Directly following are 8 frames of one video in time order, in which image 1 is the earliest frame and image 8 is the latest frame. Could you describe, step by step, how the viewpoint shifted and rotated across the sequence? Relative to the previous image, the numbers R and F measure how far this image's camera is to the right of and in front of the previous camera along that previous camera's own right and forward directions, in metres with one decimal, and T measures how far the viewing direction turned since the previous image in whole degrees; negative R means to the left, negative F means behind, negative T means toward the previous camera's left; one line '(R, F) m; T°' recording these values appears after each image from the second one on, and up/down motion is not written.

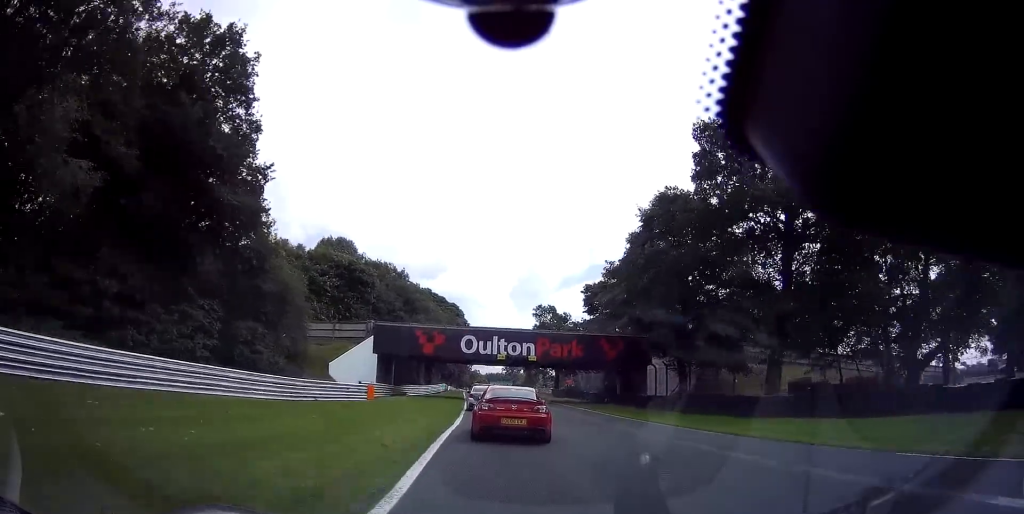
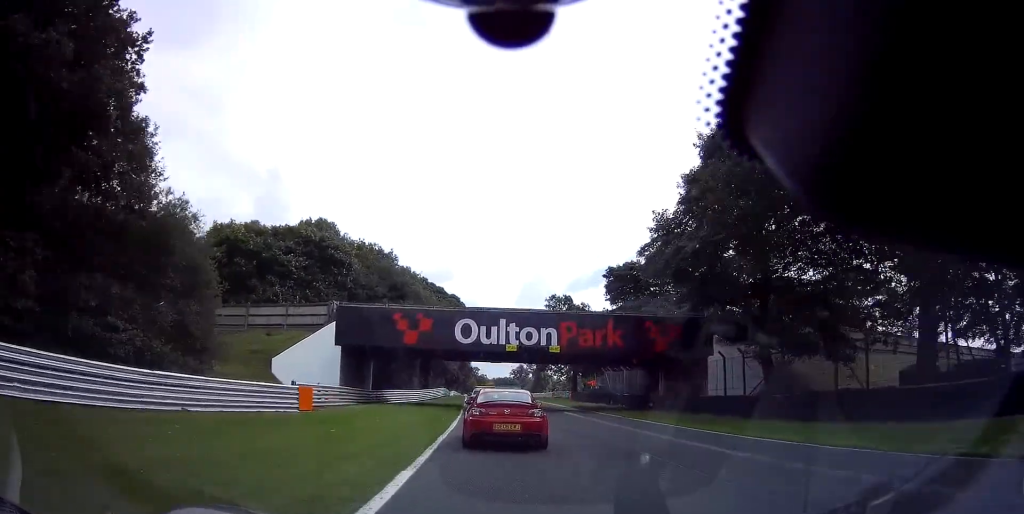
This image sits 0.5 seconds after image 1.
(0.0, +12.6) m; -1°
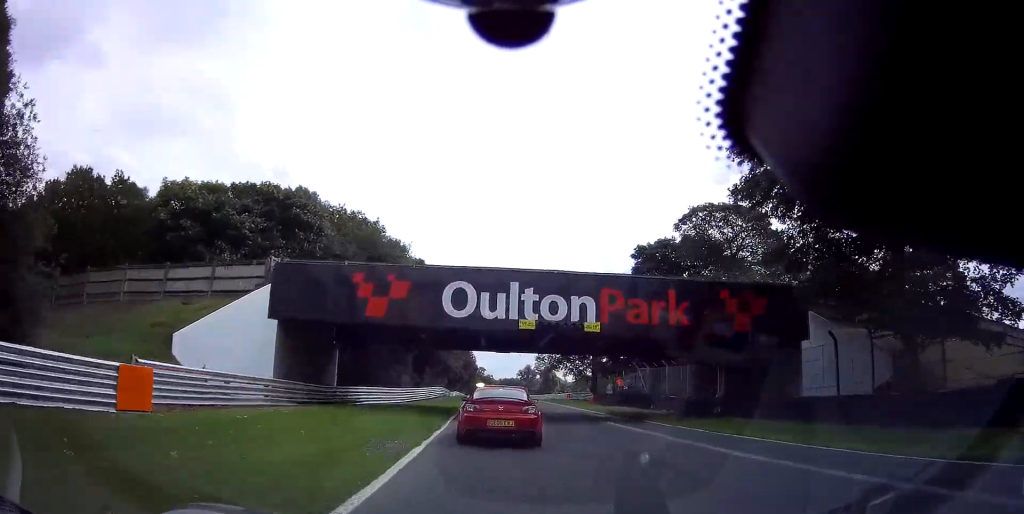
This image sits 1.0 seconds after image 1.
(-0.1, +11.2) m; -1°
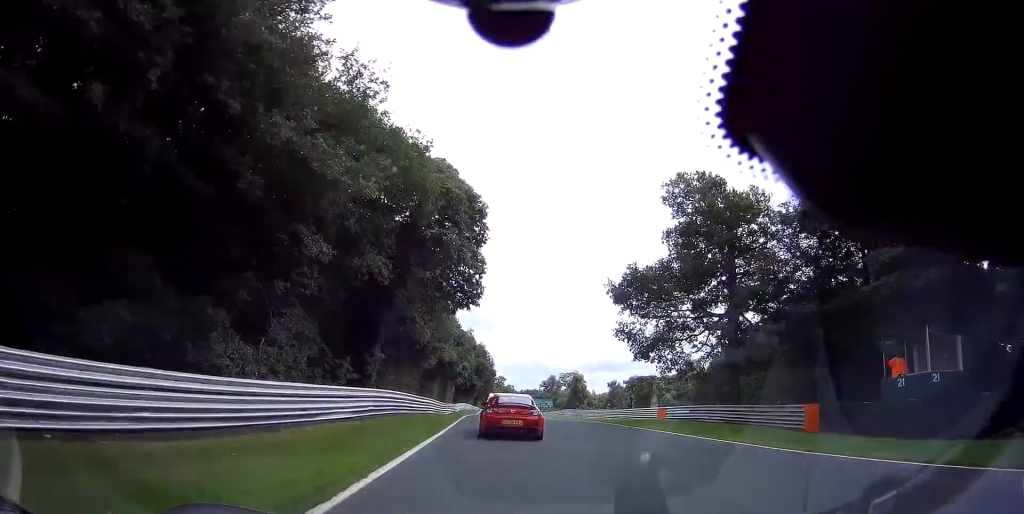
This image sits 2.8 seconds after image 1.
(-0.6, +36.0) m; -2°
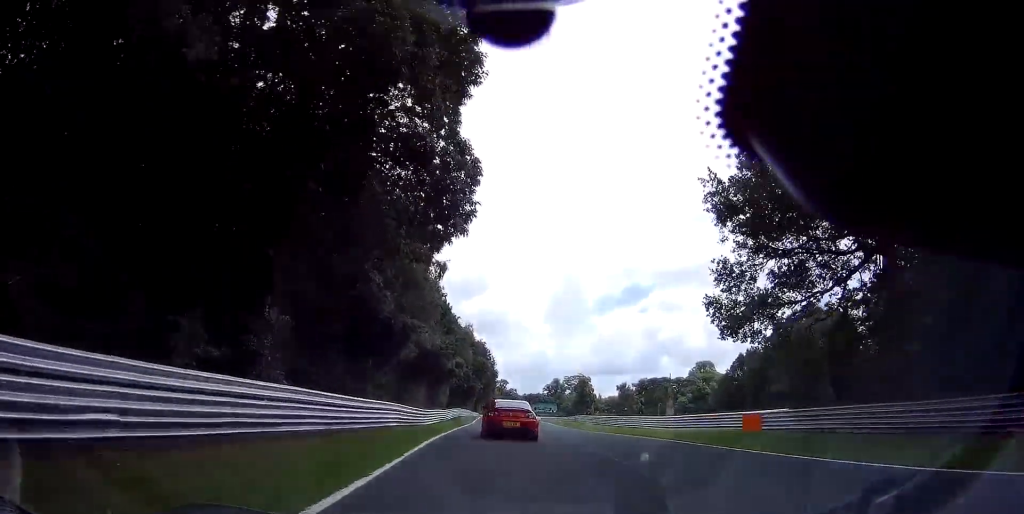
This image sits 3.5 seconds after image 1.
(-0.2, +14.5) m; -1°
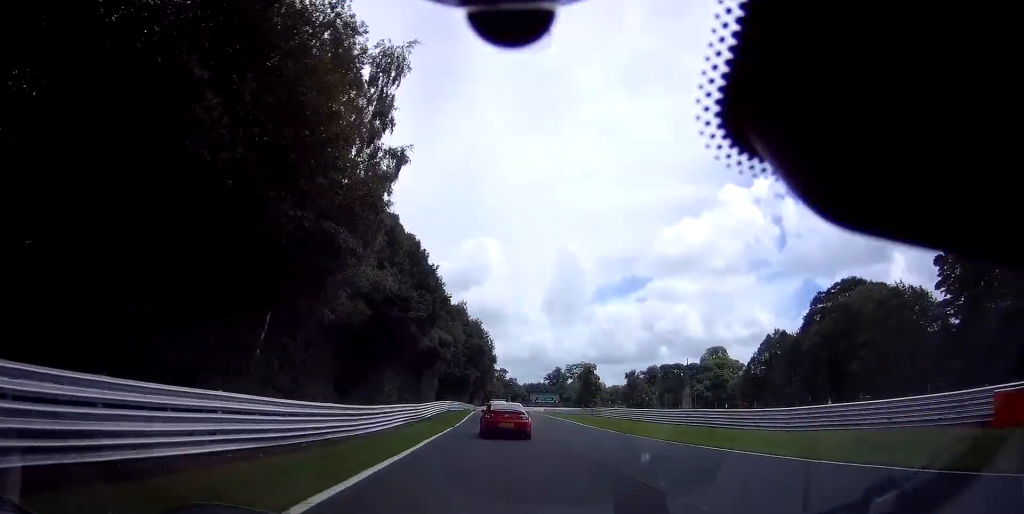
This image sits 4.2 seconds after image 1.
(-0.1, +16.1) m; 0°
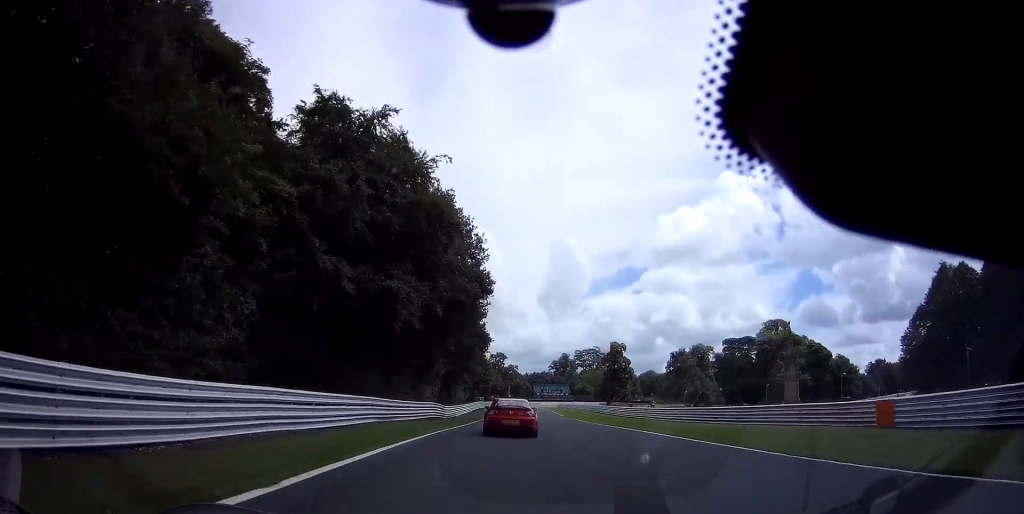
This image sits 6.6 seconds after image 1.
(-0.7, +57.2) m; 0°
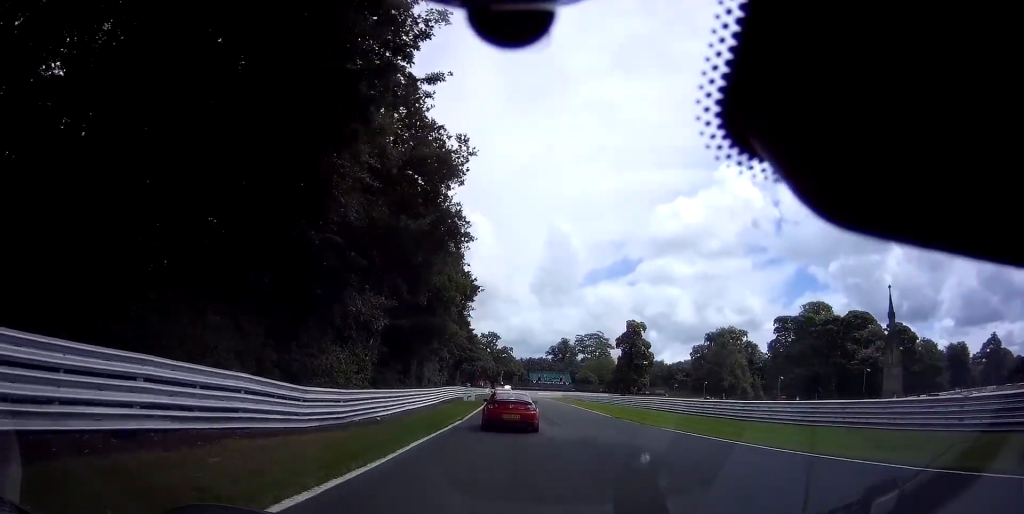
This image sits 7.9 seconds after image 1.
(+0.8, +30.6) m; +2°
